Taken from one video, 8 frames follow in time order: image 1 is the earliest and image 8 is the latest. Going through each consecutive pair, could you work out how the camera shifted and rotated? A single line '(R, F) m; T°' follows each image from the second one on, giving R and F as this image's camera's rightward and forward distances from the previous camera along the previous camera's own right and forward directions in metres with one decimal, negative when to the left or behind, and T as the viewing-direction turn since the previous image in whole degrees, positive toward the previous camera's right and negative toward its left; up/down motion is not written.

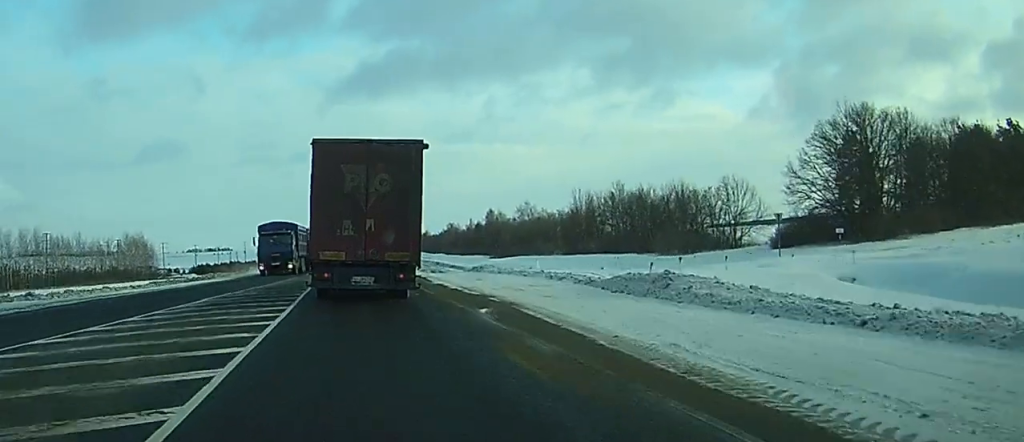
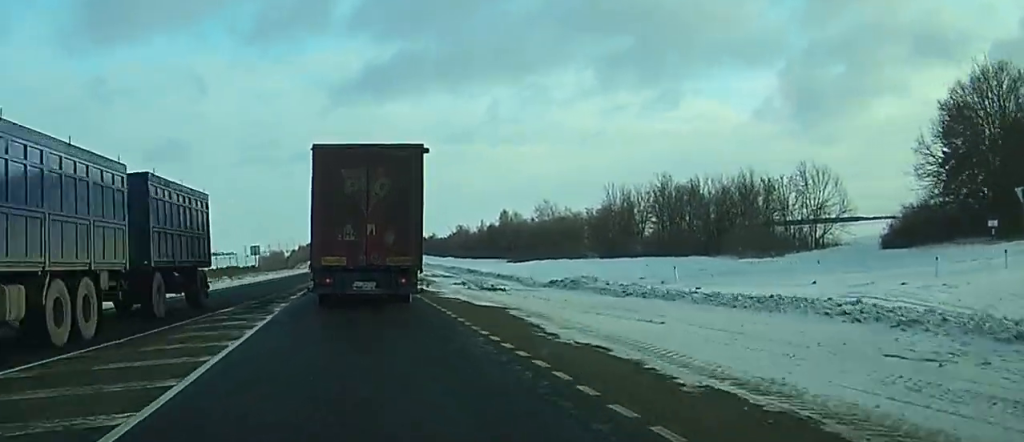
(-0.1, +21.6) m; 0°
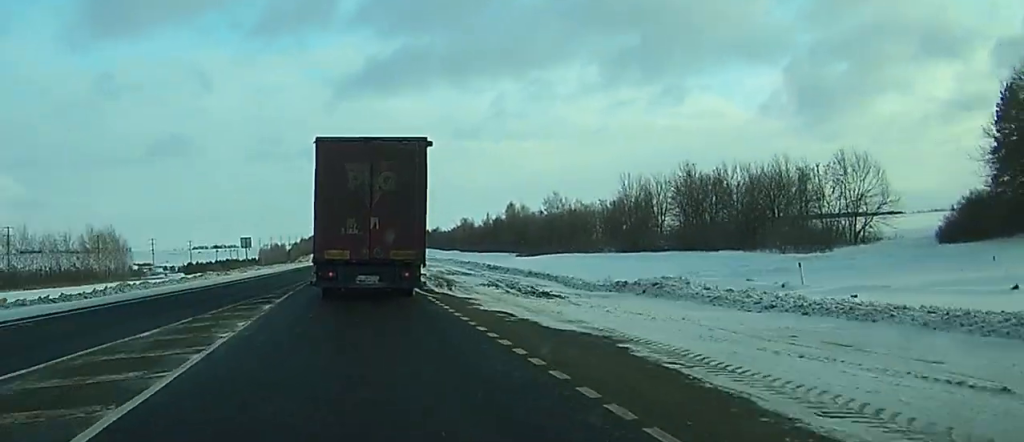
(0.0, +8.3) m; 0°
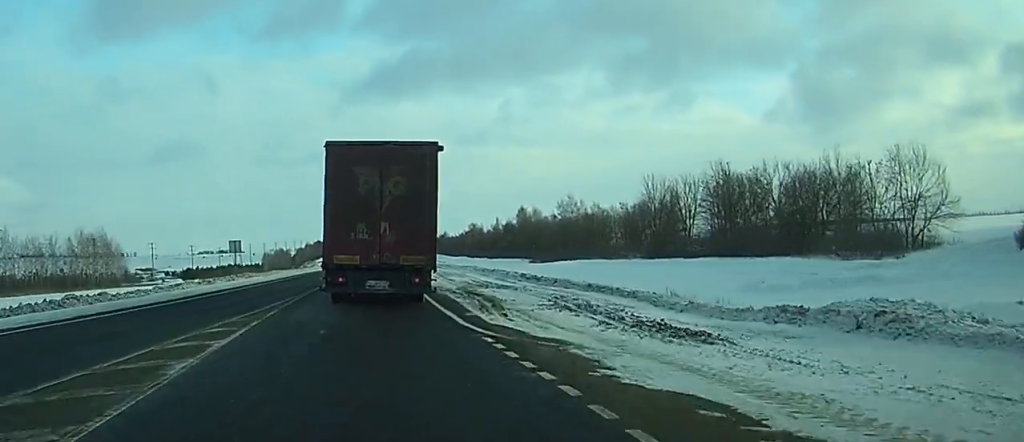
(0.0, +9.7) m; 0°
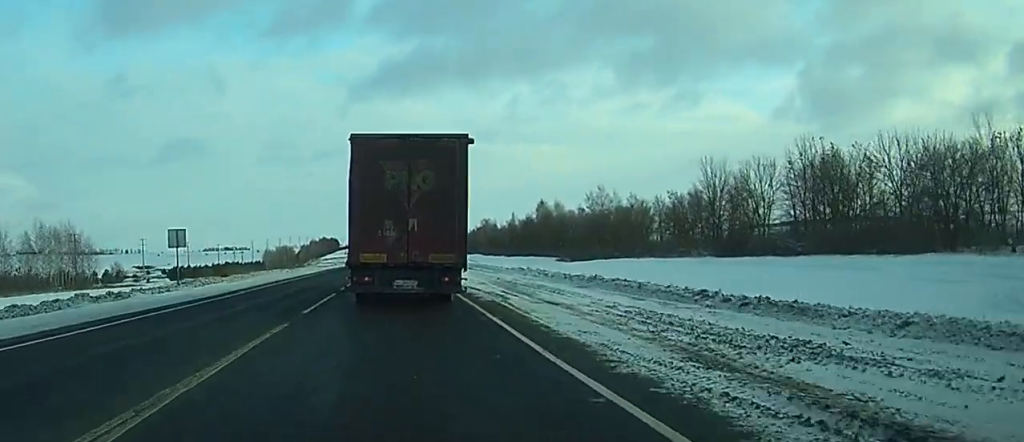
(-0.1, +22.1) m; -1°
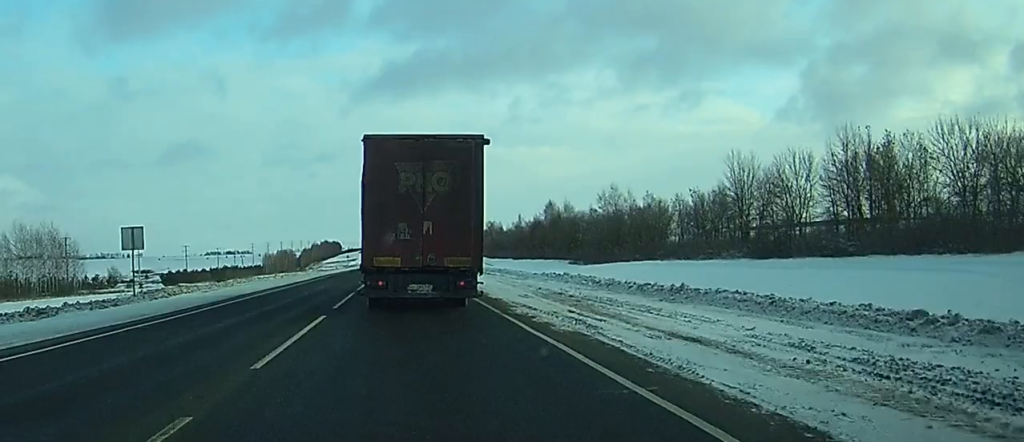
(0.0, +8.5) m; 0°
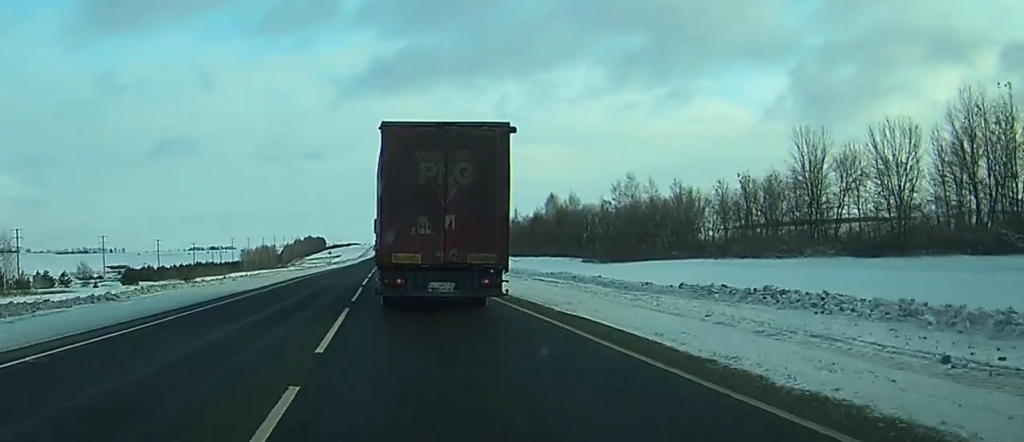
(-0.2, +22.0) m; 0°
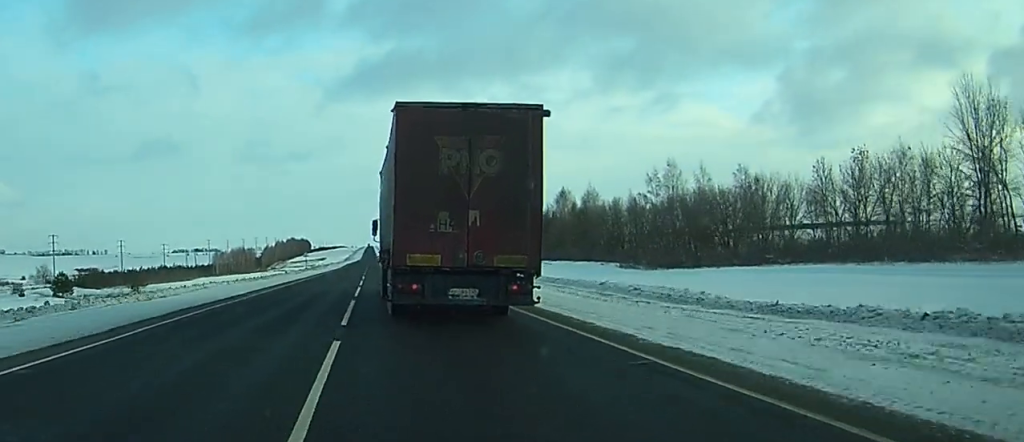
(+0.3, +30.2) m; +1°
